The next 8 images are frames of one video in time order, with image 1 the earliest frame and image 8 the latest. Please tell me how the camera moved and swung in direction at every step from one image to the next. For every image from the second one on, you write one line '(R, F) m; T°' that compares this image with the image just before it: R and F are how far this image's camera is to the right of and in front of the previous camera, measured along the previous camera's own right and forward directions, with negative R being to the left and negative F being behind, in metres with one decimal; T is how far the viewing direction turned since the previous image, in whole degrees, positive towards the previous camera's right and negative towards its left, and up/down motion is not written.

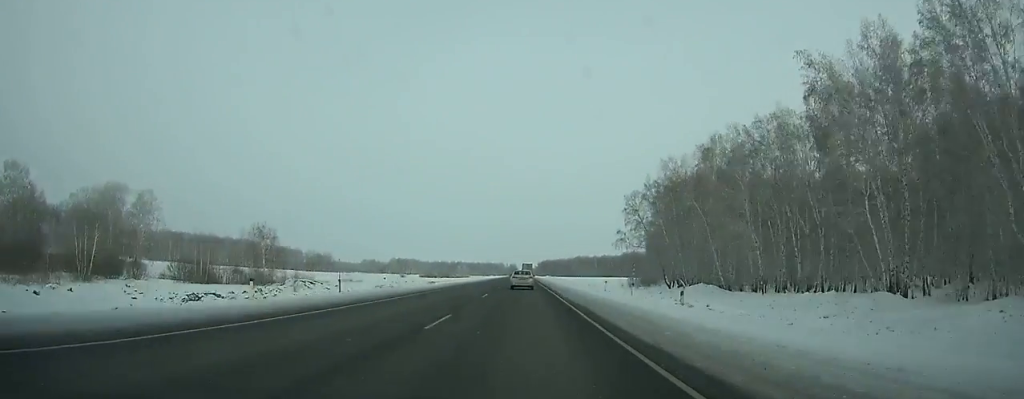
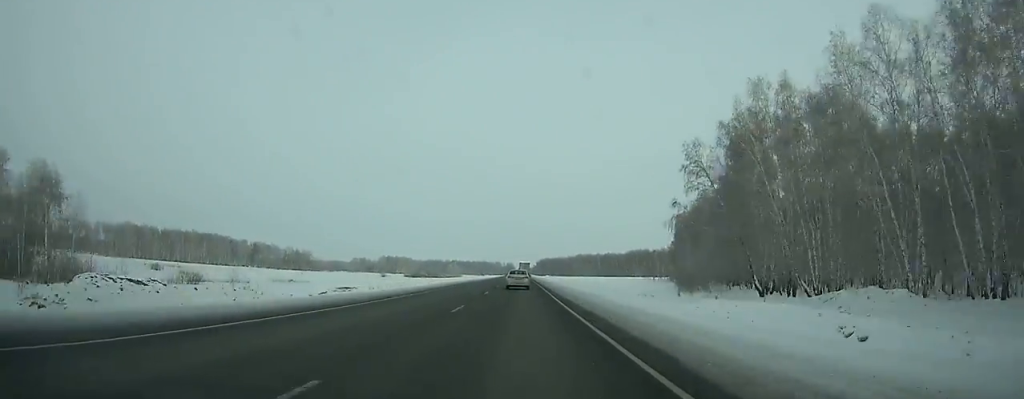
(-0.1, +41.8) m; 0°
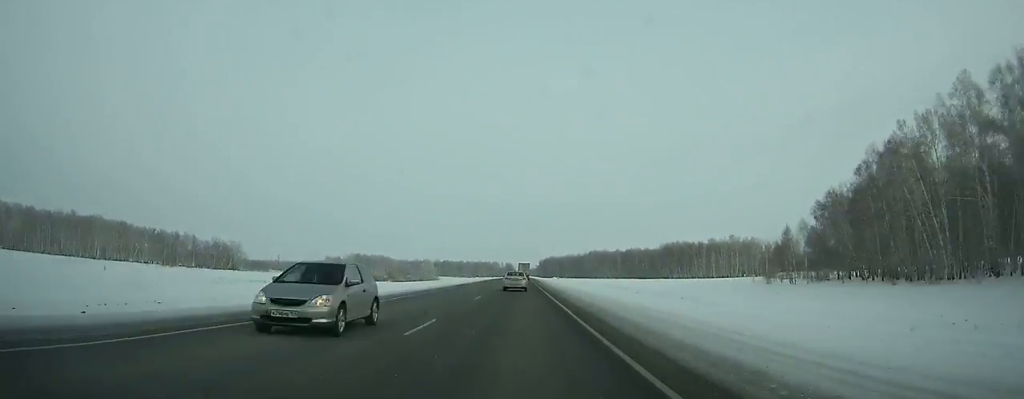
(+0.4, +120.3) m; 0°
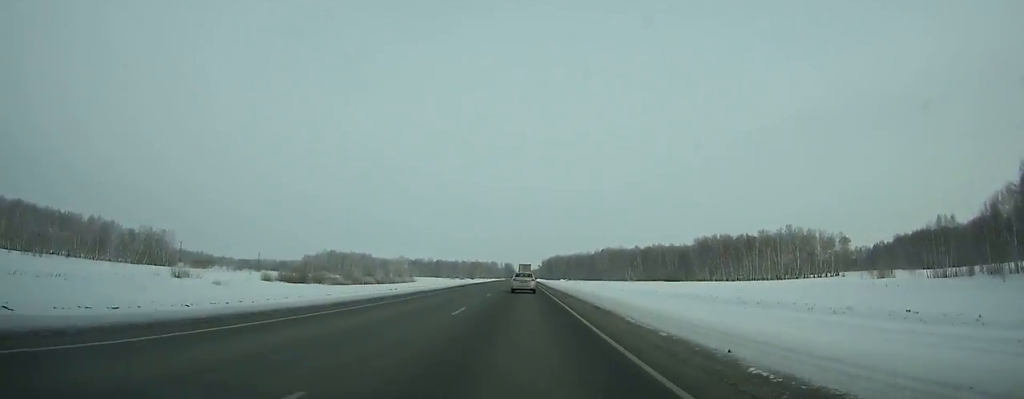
(+0.2, +73.2) m; 0°
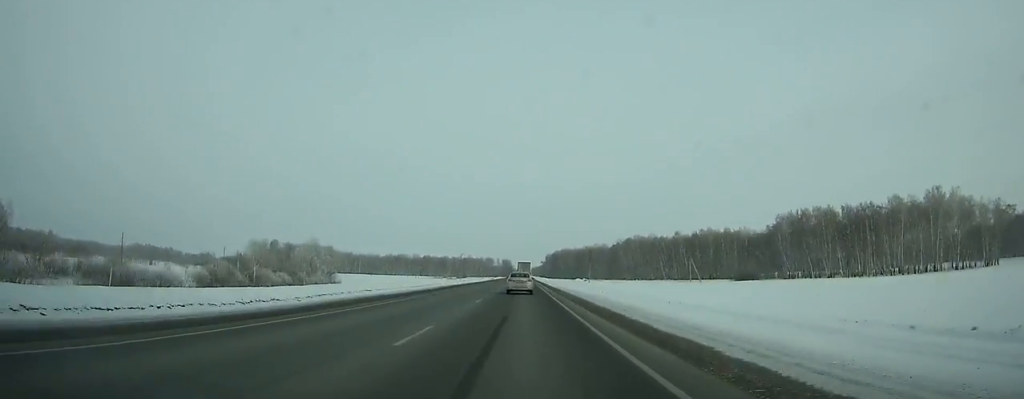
(-0.1, +101.9) m; 0°
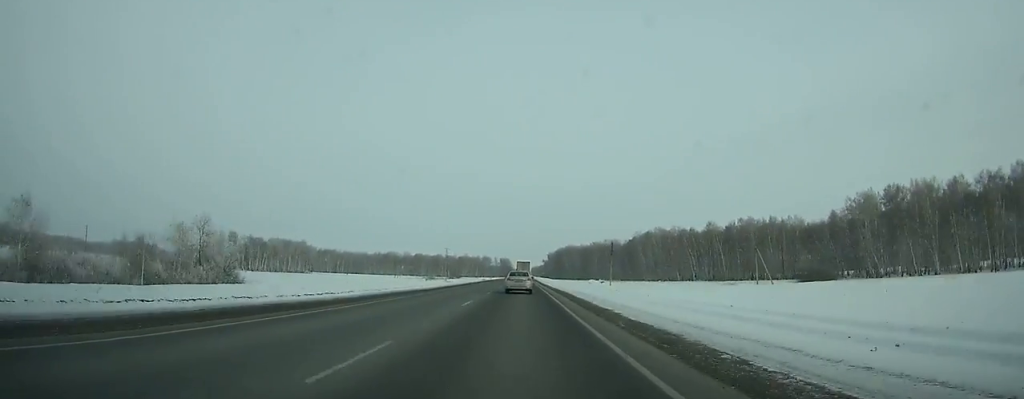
(-0.1, +51.3) m; 0°
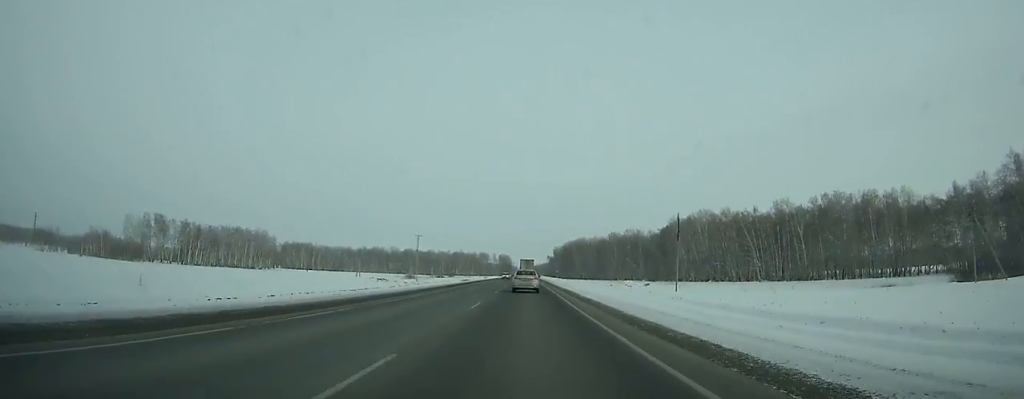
(0.0, +65.3) m; 0°
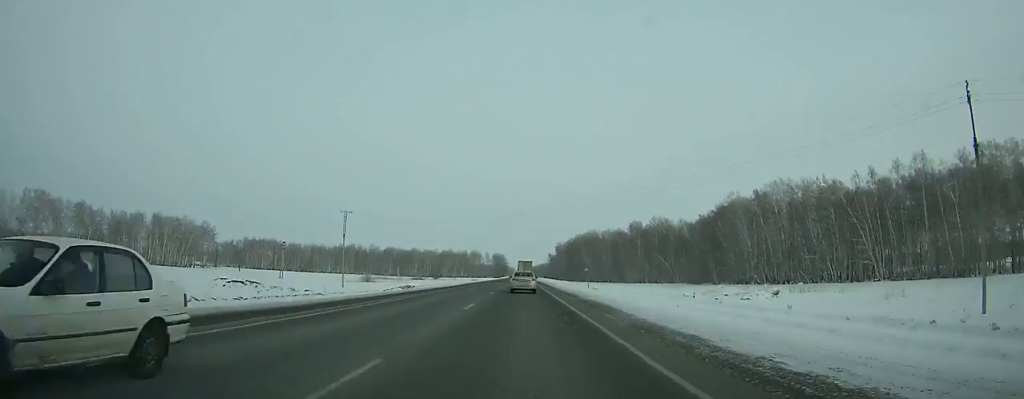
(0.0, +64.7) m; 0°
